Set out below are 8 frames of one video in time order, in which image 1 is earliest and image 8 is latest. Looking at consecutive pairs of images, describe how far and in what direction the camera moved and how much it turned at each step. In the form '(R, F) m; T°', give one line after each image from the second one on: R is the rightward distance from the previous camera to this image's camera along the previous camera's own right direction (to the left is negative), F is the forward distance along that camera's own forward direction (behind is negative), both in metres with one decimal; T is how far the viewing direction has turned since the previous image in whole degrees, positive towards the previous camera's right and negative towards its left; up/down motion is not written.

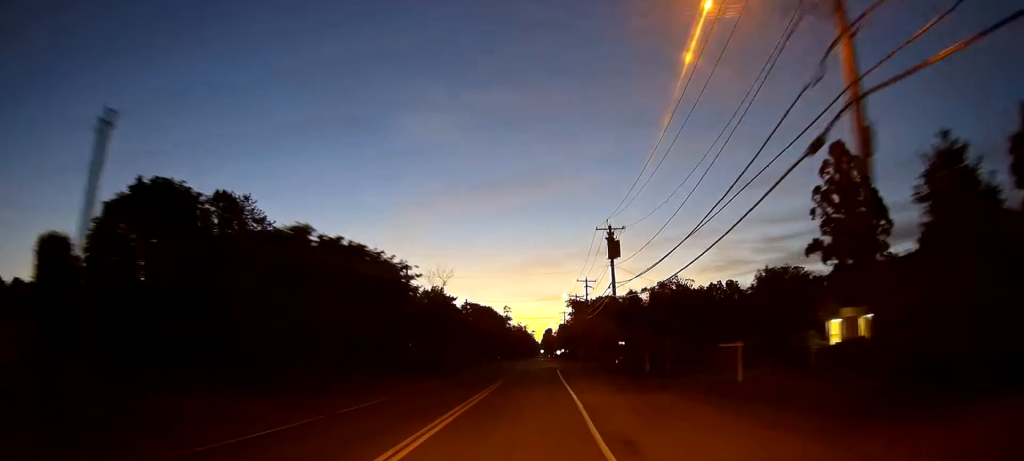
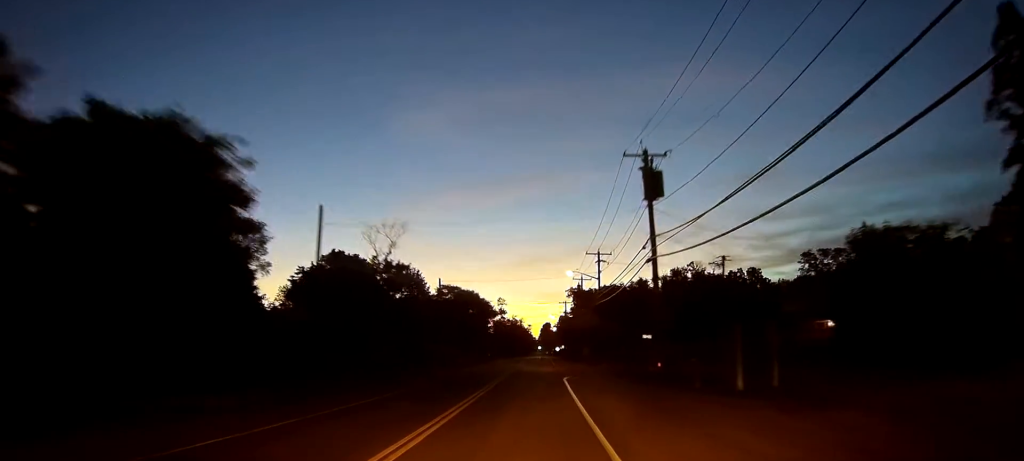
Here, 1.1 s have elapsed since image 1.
(0.0, +21.3) m; 0°
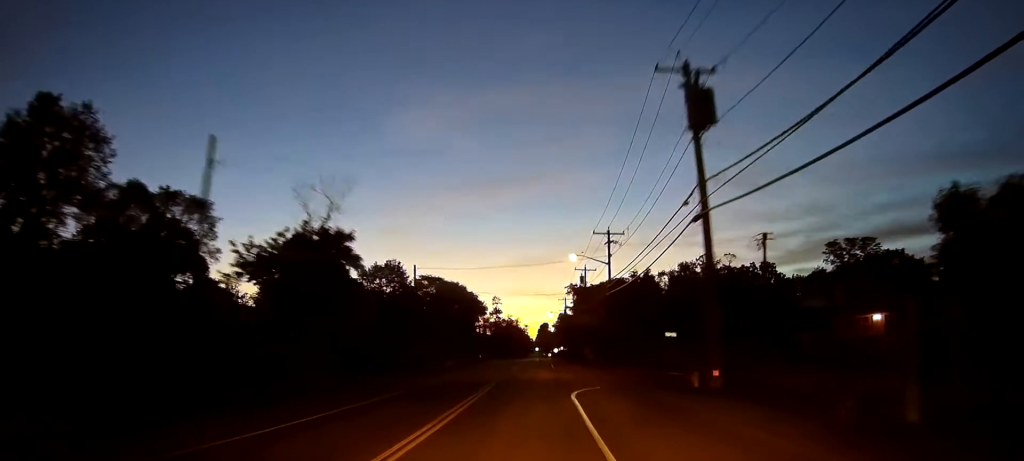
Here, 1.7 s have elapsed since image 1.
(0.0, +11.8) m; 0°
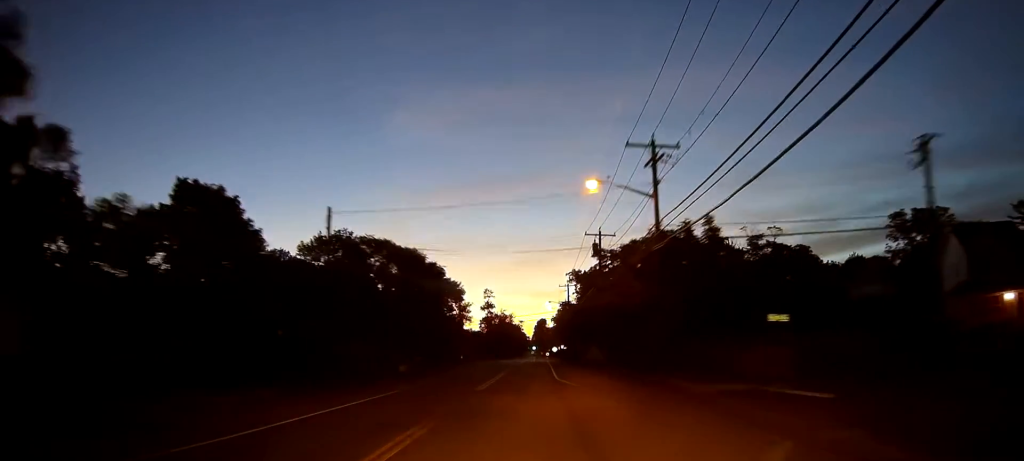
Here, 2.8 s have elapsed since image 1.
(0.0, +22.2) m; 0°
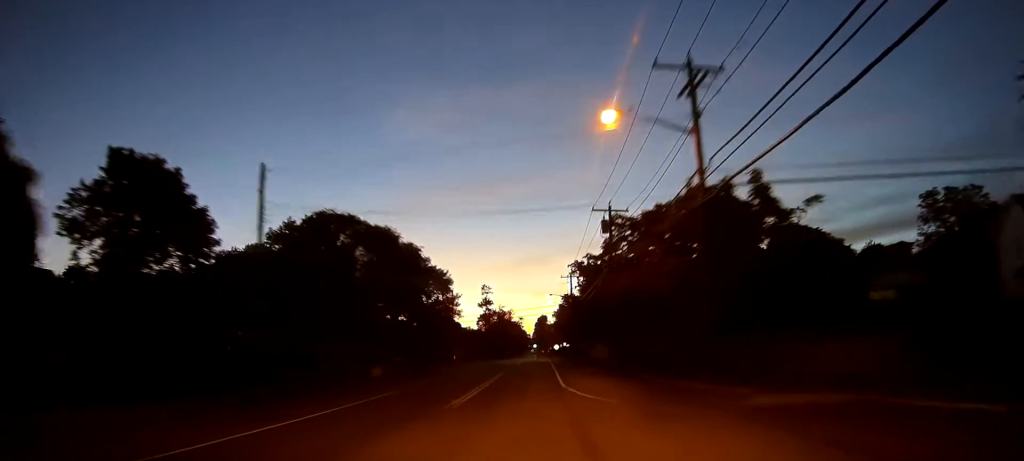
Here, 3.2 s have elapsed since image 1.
(0.0, +8.4) m; 0°
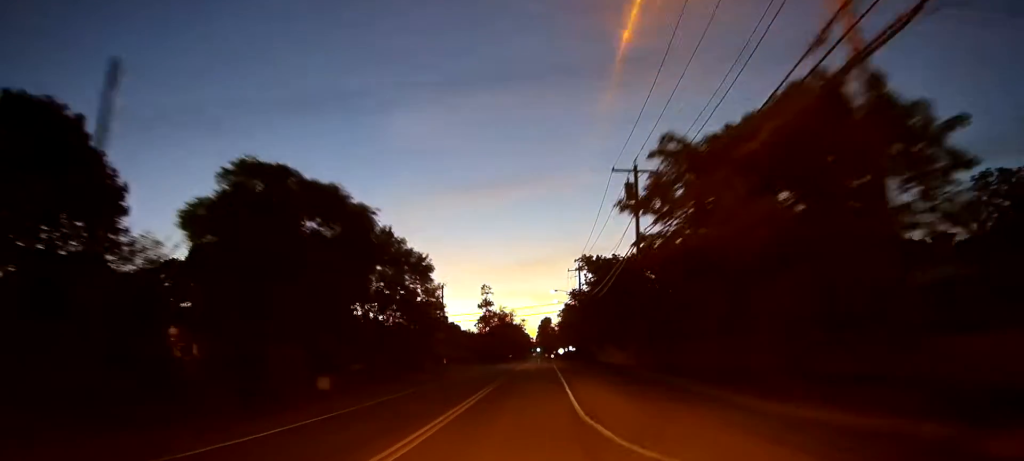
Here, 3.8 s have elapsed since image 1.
(0.0, +11.0) m; 0°
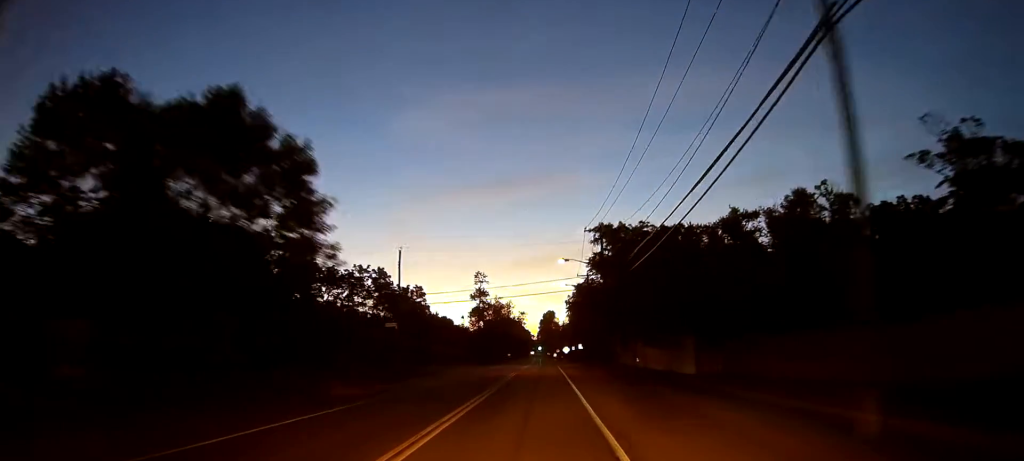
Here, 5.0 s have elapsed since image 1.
(0.0, +23.4) m; 0°
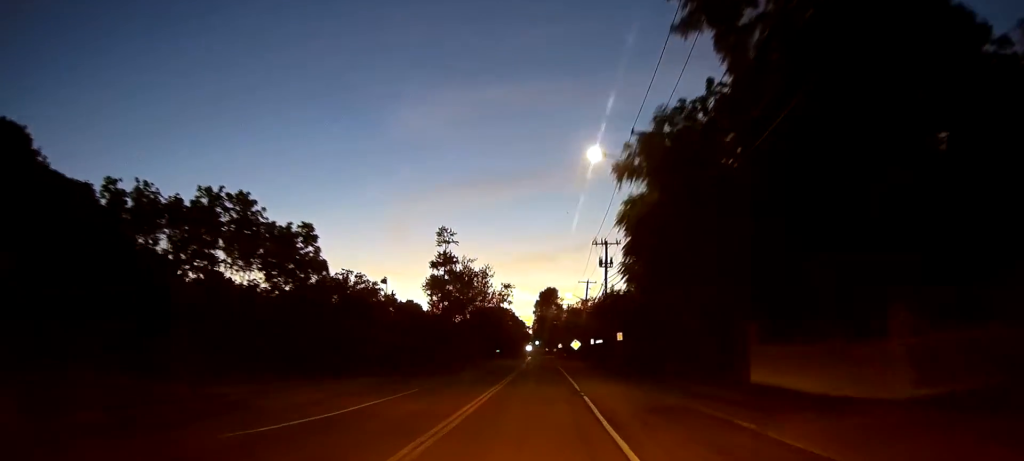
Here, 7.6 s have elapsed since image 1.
(0.0, +50.2) m; 0°
